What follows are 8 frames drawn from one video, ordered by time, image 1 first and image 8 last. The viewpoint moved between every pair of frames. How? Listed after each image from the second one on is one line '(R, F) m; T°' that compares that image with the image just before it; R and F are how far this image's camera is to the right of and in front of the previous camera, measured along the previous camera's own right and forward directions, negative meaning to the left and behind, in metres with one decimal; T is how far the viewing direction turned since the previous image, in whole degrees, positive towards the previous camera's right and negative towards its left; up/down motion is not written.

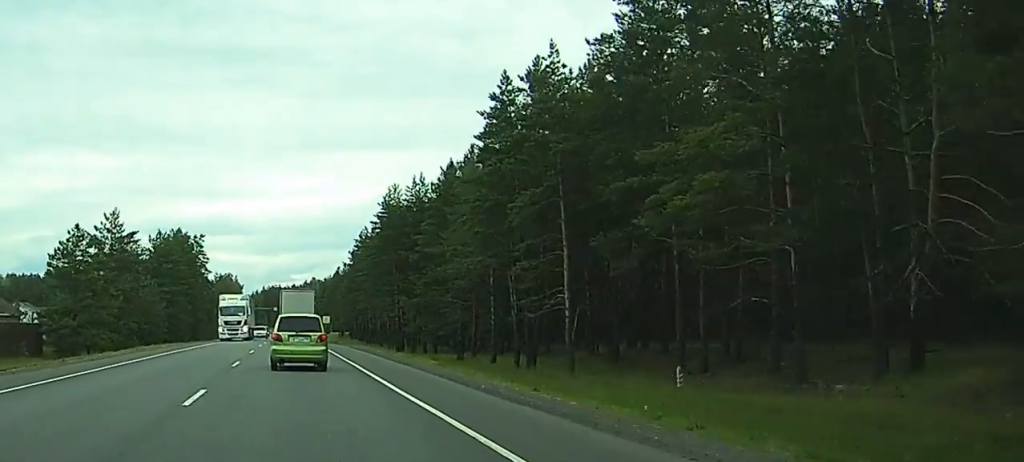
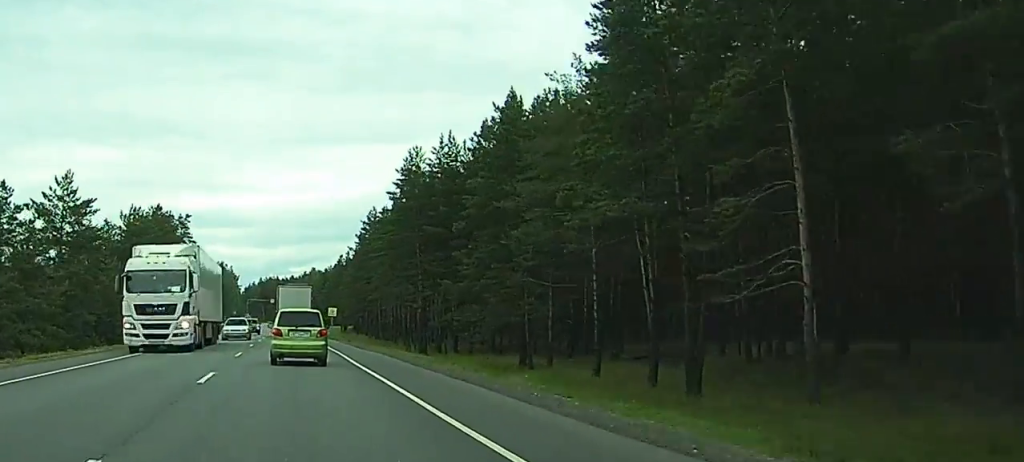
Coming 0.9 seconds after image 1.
(0.0, +21.0) m; 0°
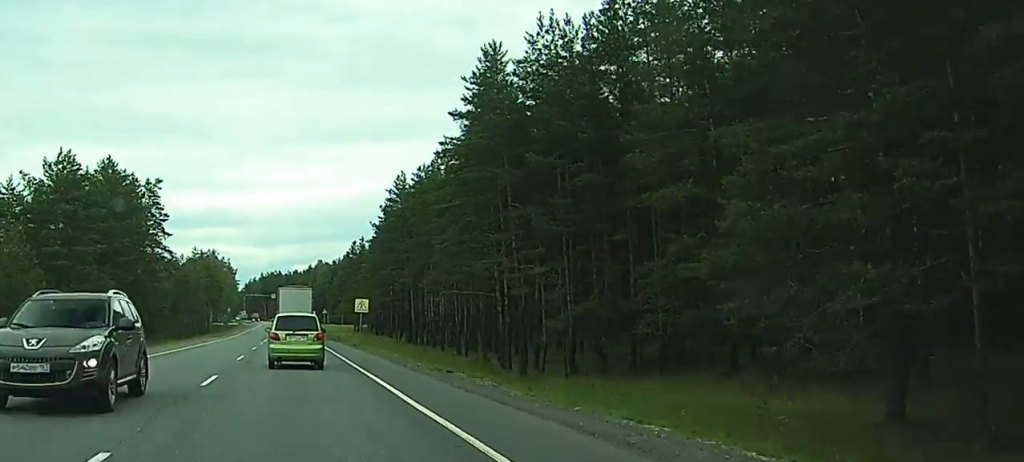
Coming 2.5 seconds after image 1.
(-0.3, +35.8) m; -1°
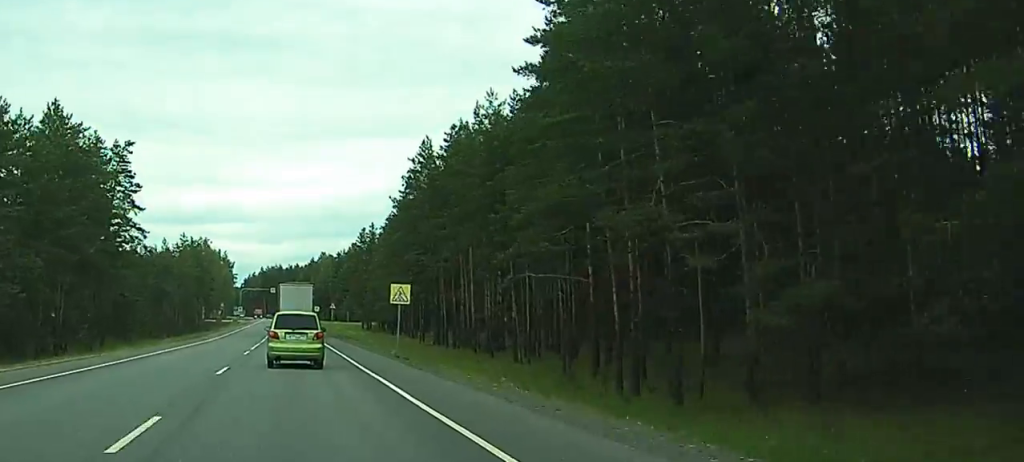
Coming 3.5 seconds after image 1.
(0.0, +21.0) m; 0°
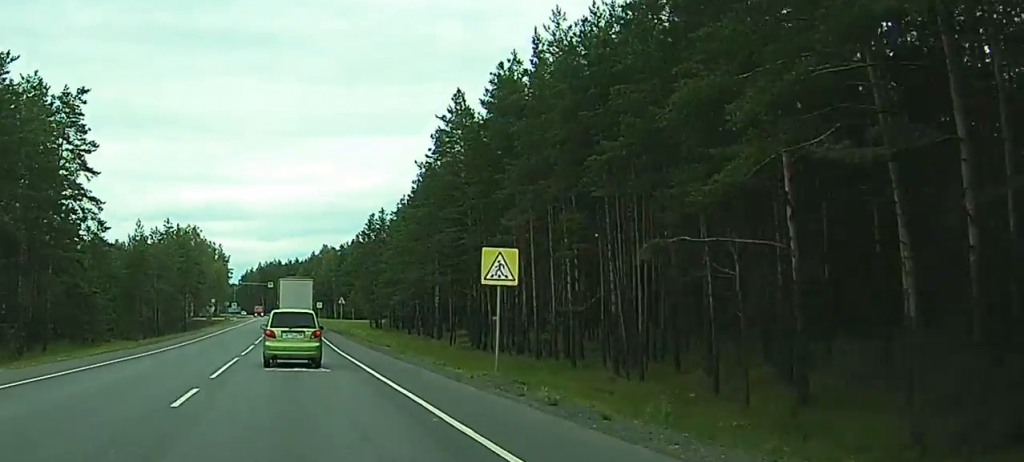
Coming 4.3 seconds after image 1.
(+0.1, +19.6) m; 0°
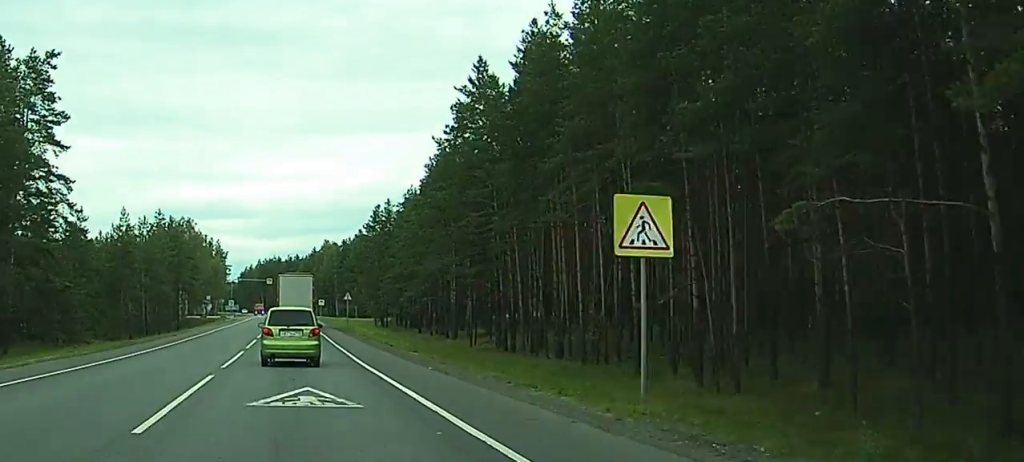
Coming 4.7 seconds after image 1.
(0.0, +9.1) m; 0°
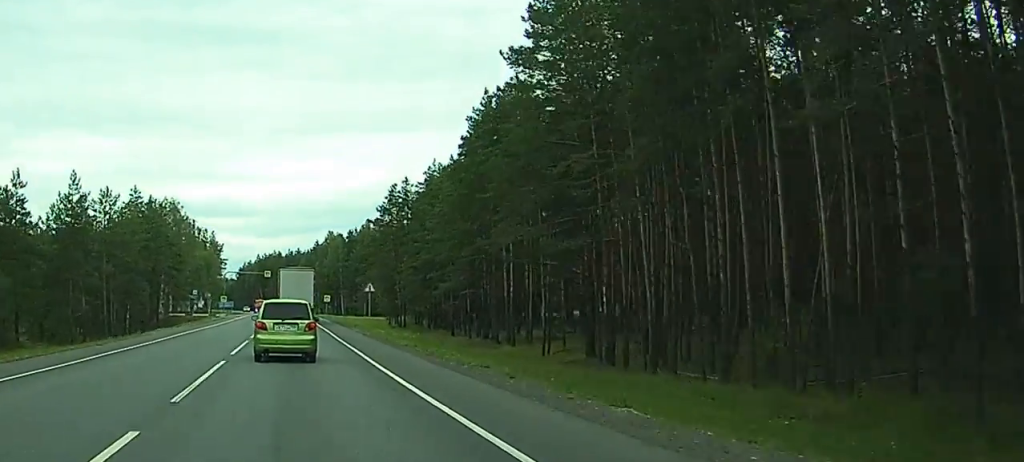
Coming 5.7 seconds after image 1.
(0.0, +21.2) m; 0°
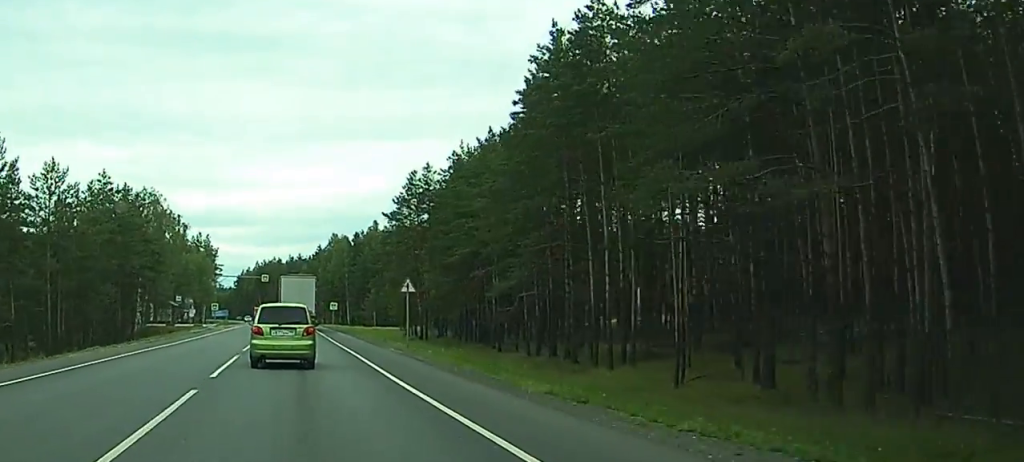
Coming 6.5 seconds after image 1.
(0.0, +18.9) m; 0°
